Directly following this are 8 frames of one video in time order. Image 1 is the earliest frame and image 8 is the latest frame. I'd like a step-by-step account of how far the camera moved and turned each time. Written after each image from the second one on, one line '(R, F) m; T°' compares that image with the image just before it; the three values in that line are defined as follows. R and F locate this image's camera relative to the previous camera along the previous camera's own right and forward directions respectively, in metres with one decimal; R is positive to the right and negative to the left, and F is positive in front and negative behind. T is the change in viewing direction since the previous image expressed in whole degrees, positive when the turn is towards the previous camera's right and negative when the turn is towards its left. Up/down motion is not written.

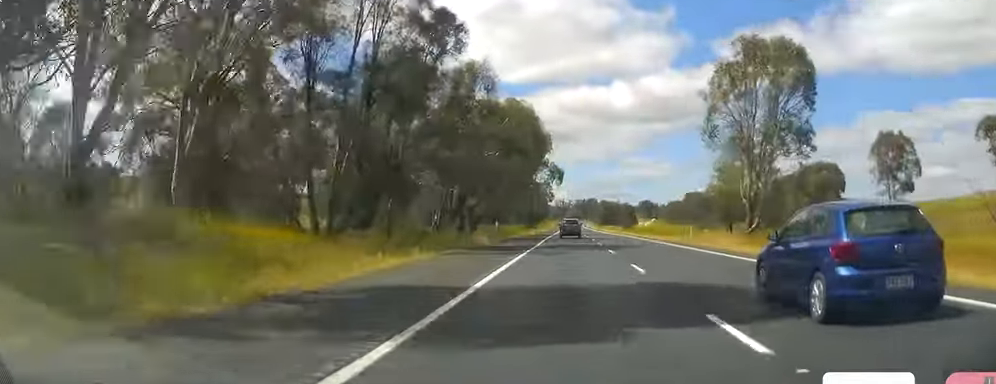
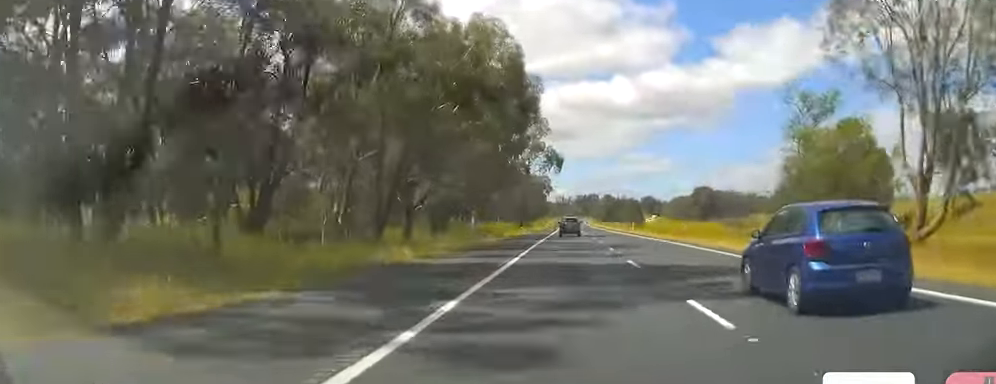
(-0.5, +22.3) m; +1°
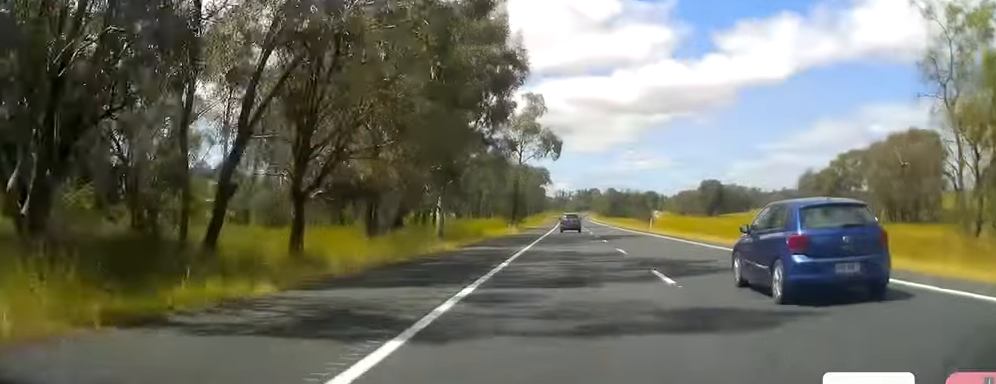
(+0.1, +18.3) m; +1°
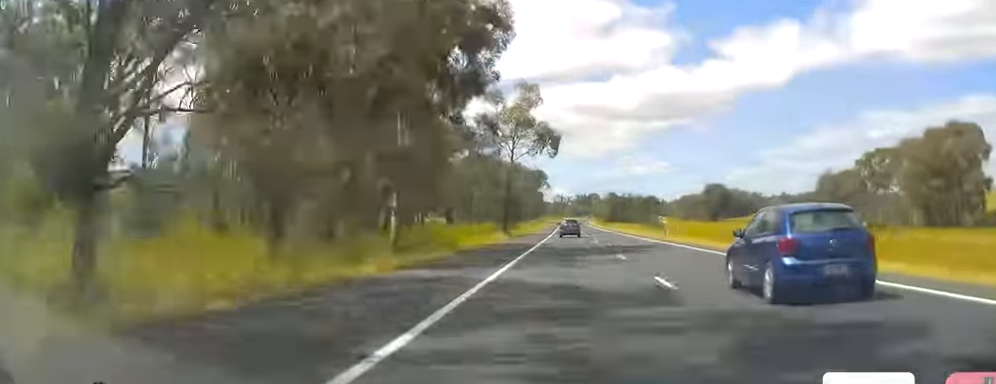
(+0.4, +12.5) m; +1°
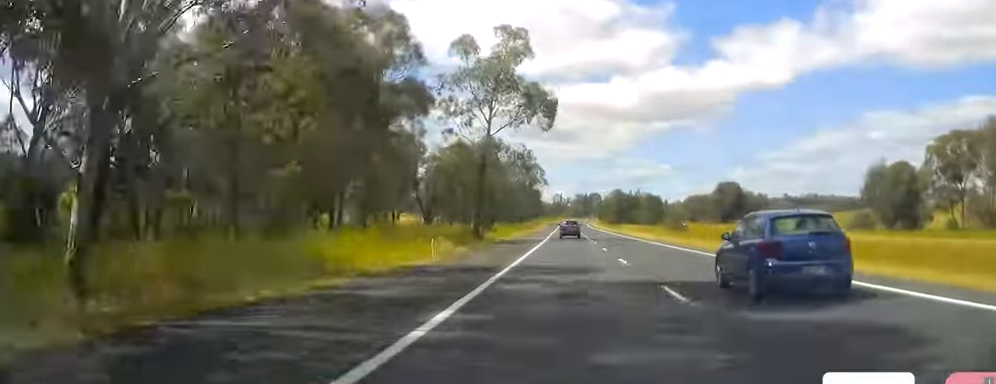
(0.0, +25.0) m; -1°
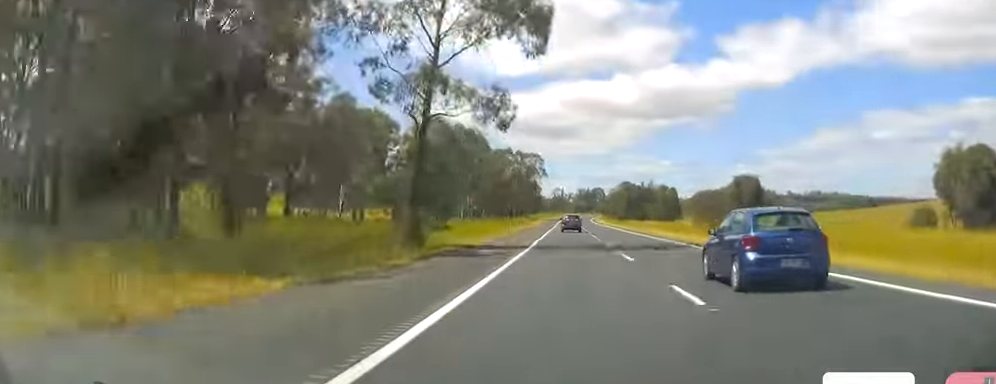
(-0.5, +25.0) m; -1°
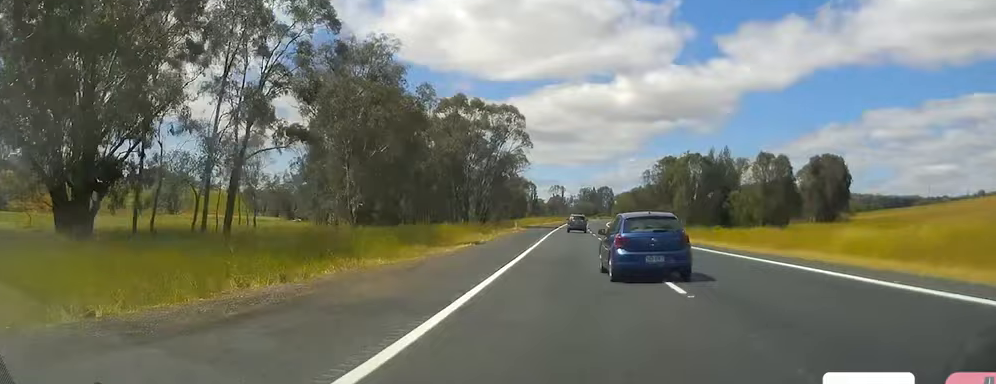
(+1.4, +81.3) m; +1°
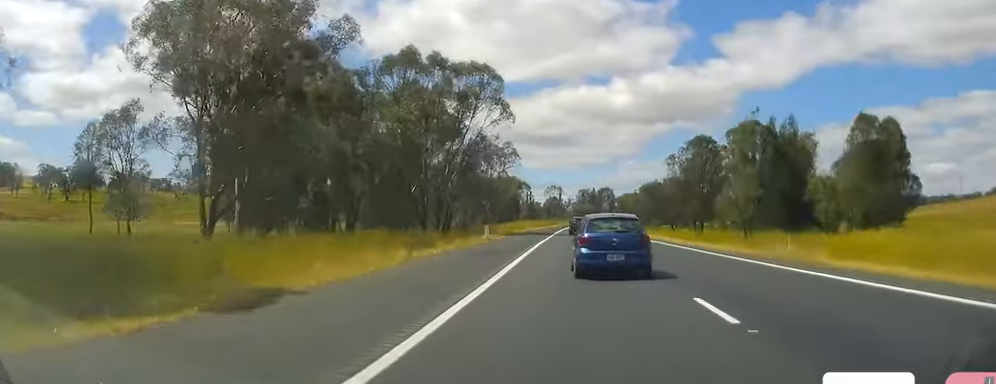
(-0.1, +28.1) m; 0°
